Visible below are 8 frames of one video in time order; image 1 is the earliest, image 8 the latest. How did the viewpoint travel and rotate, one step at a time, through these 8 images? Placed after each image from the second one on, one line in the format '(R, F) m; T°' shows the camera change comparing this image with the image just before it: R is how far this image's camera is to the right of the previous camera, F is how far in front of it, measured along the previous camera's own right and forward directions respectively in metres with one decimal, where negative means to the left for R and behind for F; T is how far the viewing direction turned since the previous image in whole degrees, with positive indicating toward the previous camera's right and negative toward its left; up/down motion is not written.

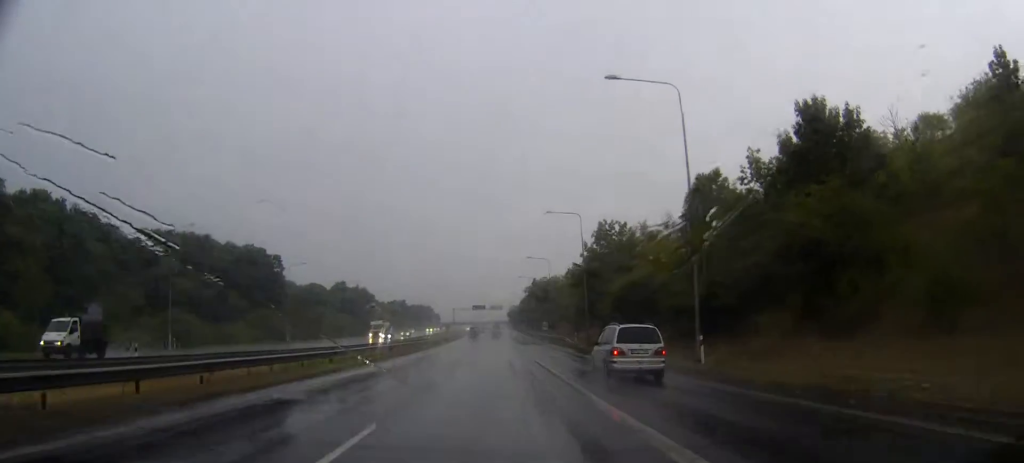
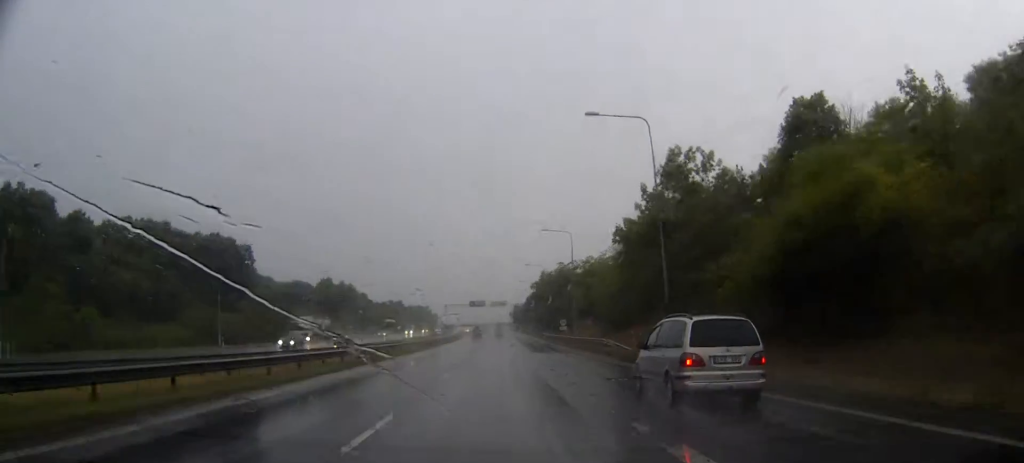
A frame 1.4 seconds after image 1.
(0.0, +30.1) m; 0°
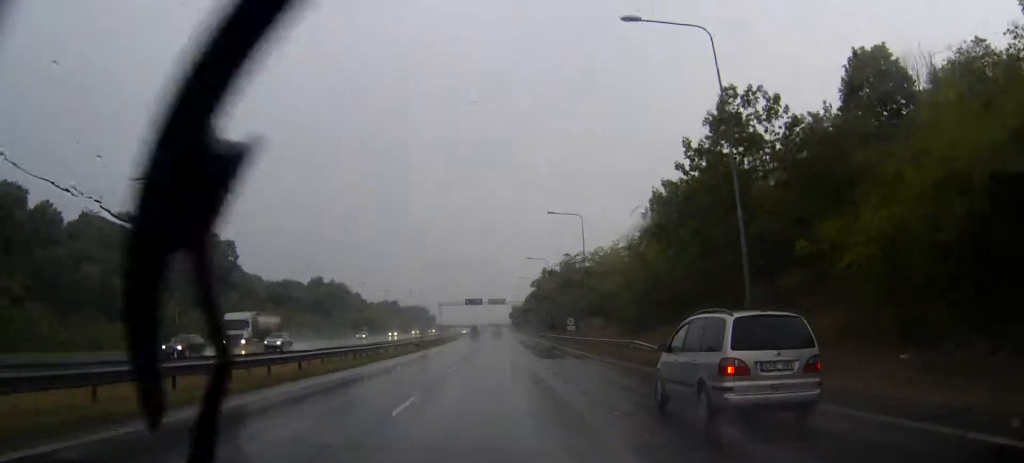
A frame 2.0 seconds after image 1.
(0.0, +11.9) m; 0°
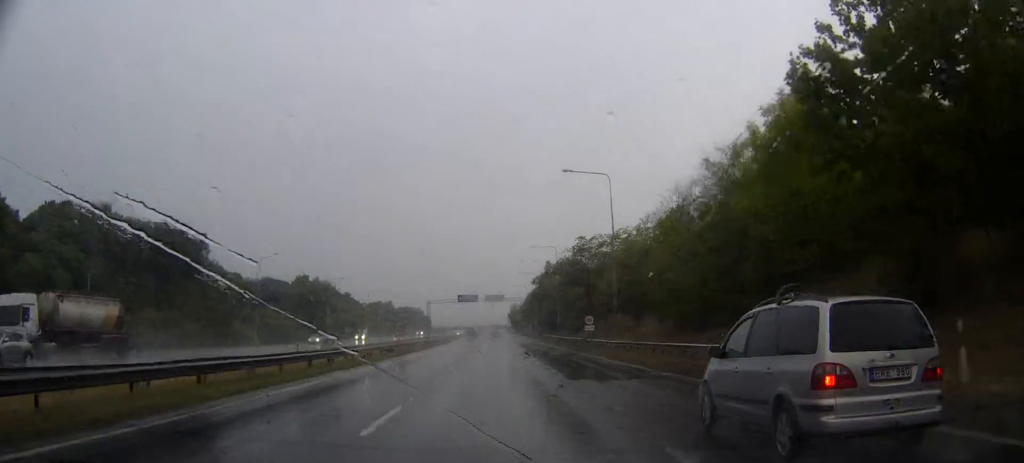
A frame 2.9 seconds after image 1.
(0.0, +18.3) m; 0°
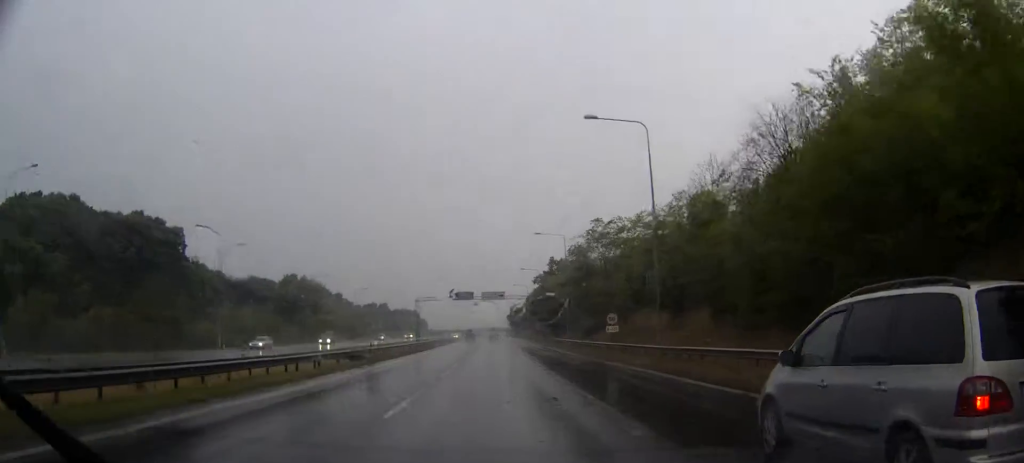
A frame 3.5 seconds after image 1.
(0.0, +13.4) m; 0°
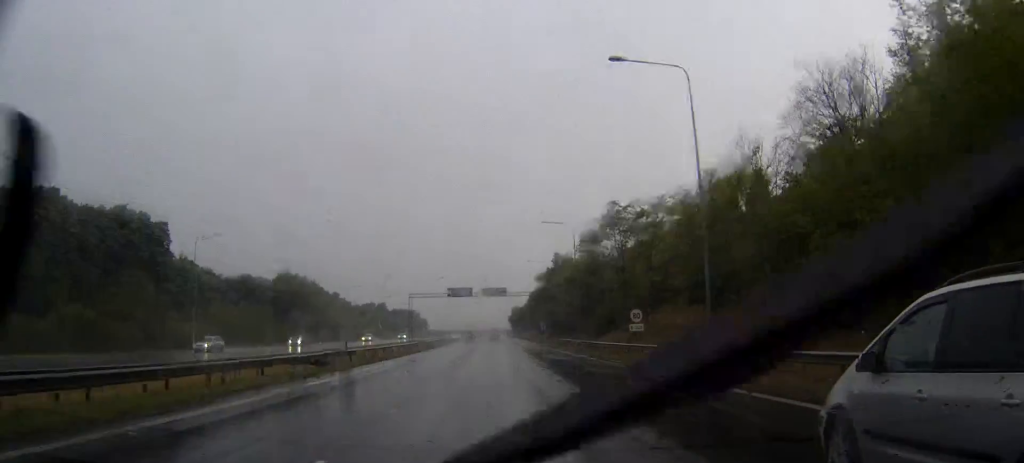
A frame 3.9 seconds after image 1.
(0.0, +8.7) m; 0°
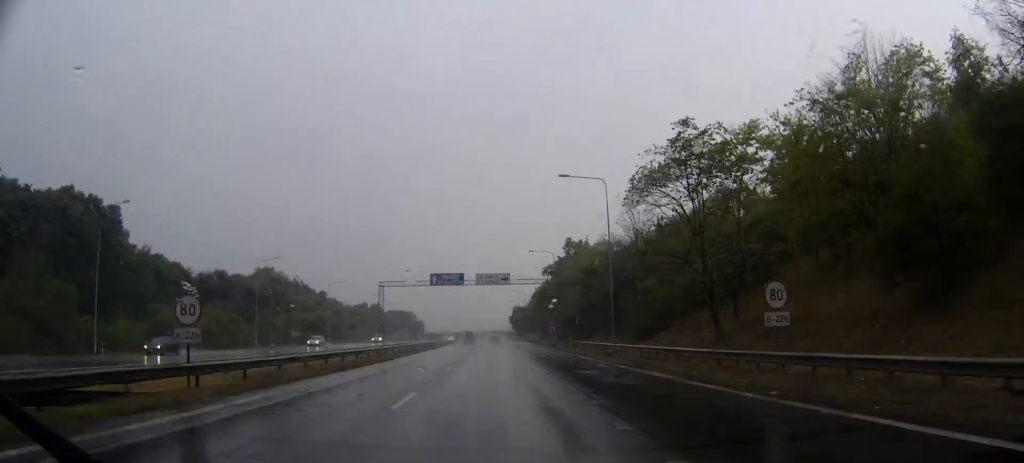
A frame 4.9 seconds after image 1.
(0.0, +22.0) m; 0°
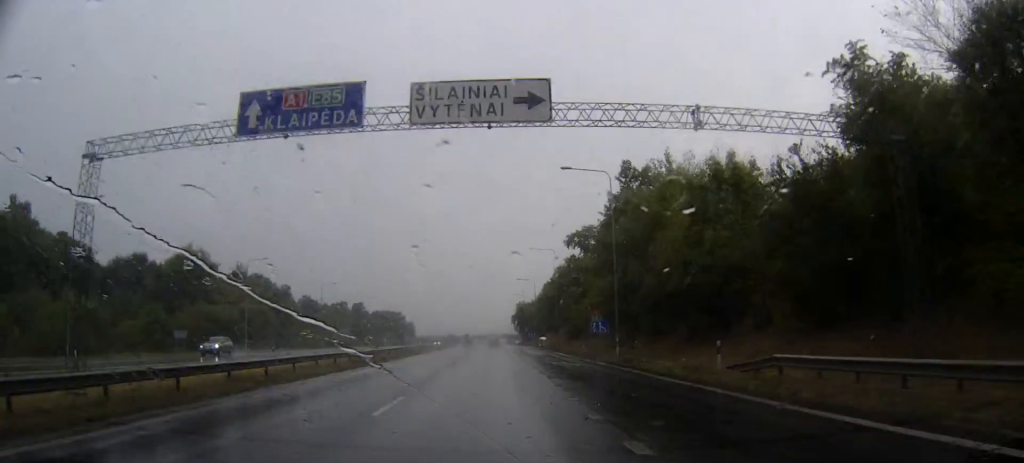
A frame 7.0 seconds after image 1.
(+0.1, +48.7) m; 0°
